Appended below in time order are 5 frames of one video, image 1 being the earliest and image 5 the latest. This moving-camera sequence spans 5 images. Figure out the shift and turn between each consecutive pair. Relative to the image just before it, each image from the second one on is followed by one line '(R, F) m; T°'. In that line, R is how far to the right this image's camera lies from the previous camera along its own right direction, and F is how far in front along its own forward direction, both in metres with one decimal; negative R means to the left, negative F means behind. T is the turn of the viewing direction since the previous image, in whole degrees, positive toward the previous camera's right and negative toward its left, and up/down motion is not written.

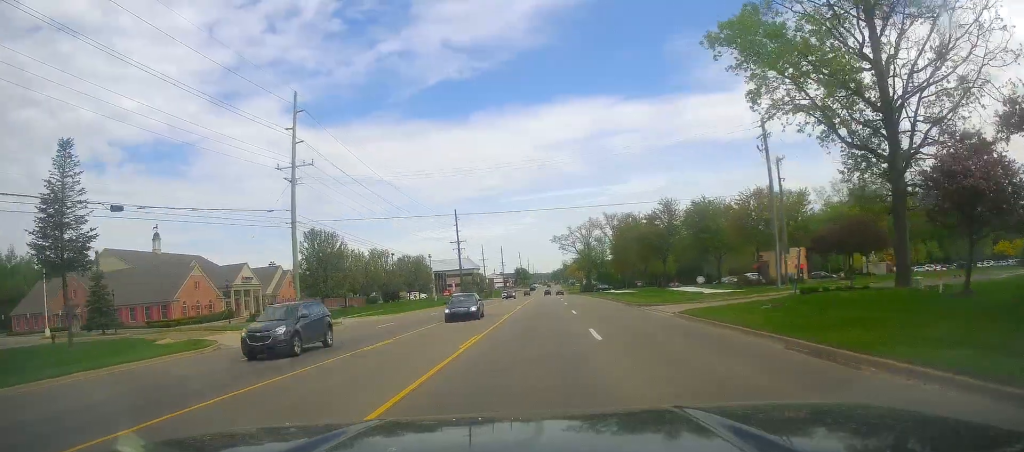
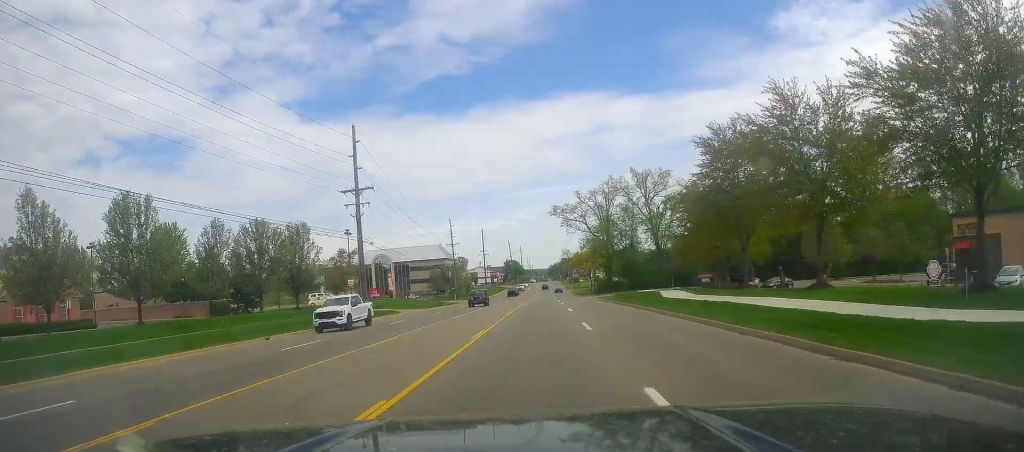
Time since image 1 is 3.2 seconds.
(-1.6, +56.4) m; -2°
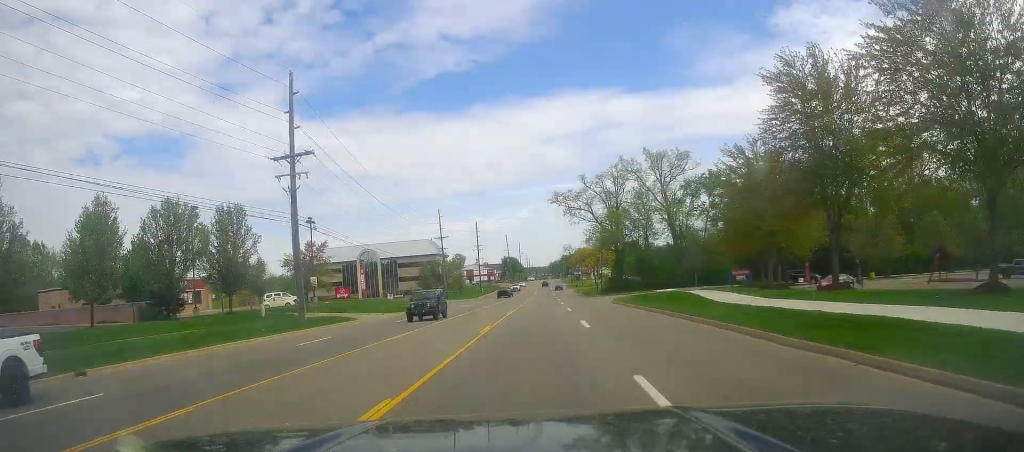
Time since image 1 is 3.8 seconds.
(+0.4, +13.8) m; 0°
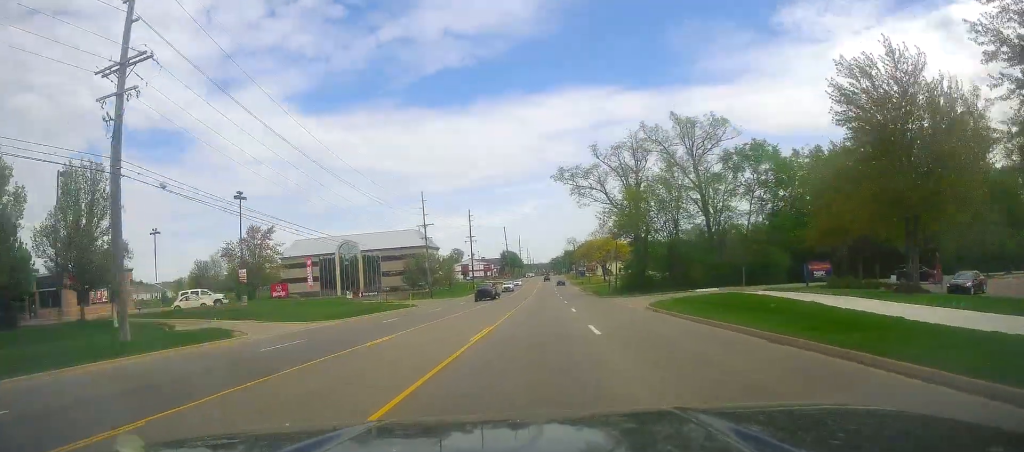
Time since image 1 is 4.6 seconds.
(-0.6, +18.9) m; 0°
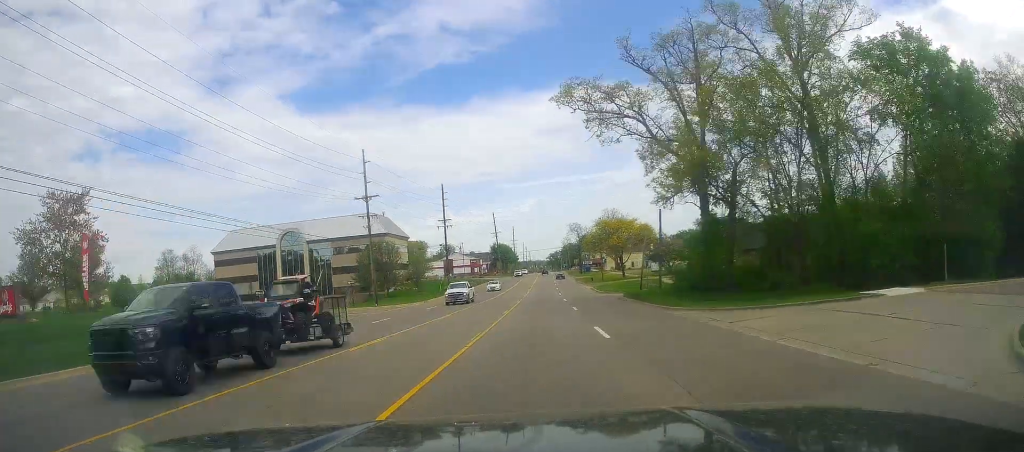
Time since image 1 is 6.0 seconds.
(+0.7, +34.1) m; +1°
